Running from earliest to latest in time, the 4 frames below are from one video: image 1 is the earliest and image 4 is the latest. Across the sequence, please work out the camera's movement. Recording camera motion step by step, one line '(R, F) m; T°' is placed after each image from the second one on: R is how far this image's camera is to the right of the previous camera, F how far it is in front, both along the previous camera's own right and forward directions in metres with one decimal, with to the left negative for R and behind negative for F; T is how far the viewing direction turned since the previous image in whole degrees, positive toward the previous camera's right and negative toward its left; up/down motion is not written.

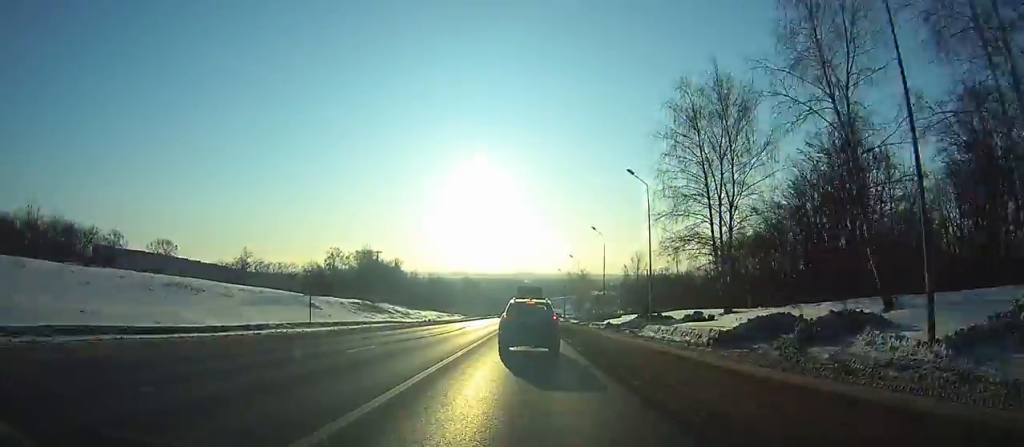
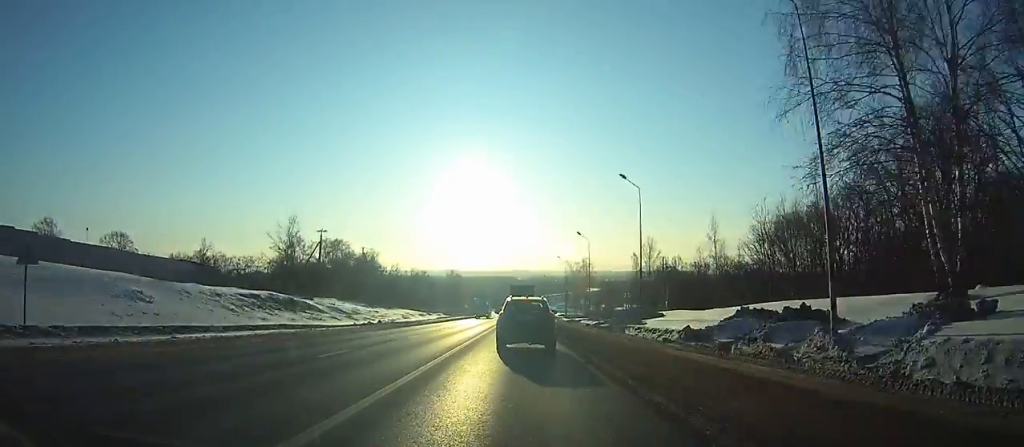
(0.0, +26.2) m; 0°
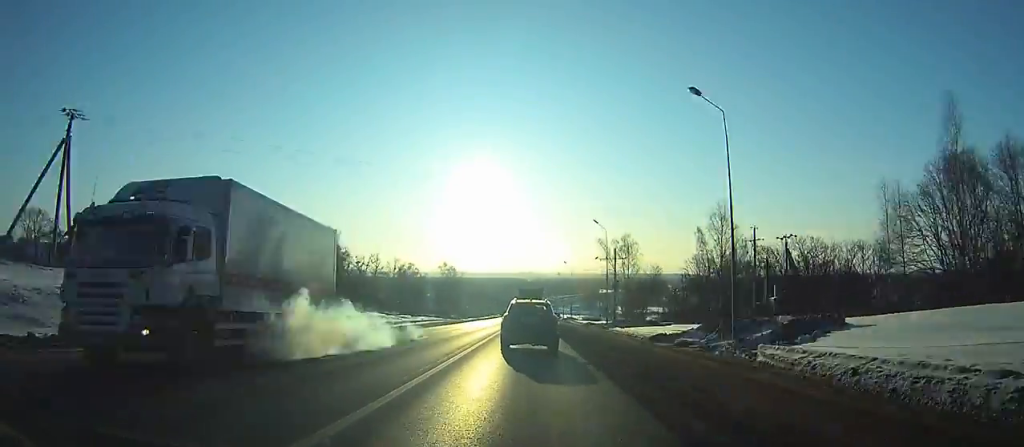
(0.0, +49.0) m; 0°
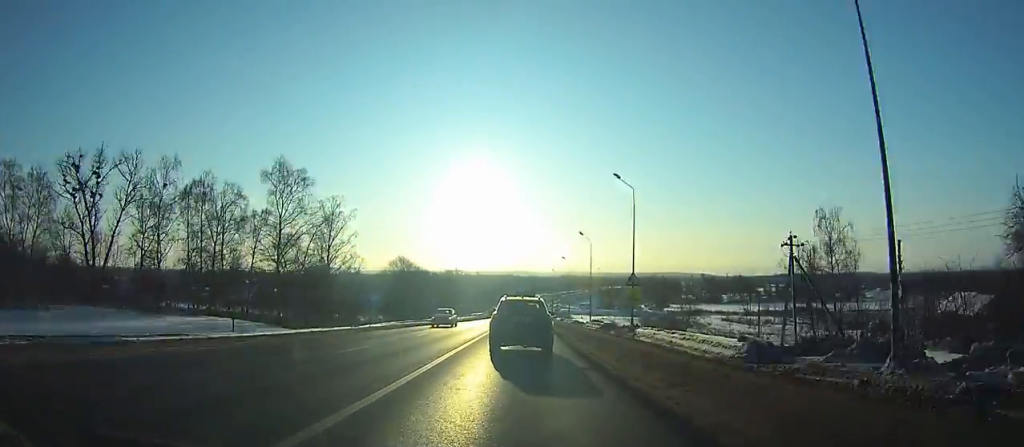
(0.0, +127.3) m; 0°
